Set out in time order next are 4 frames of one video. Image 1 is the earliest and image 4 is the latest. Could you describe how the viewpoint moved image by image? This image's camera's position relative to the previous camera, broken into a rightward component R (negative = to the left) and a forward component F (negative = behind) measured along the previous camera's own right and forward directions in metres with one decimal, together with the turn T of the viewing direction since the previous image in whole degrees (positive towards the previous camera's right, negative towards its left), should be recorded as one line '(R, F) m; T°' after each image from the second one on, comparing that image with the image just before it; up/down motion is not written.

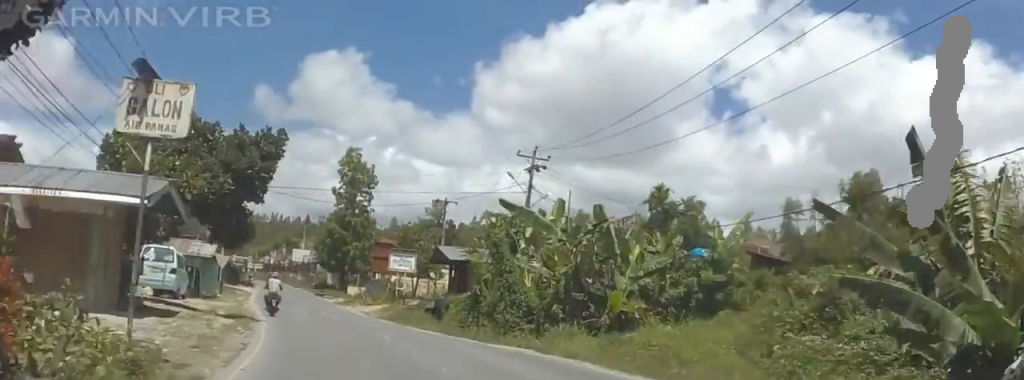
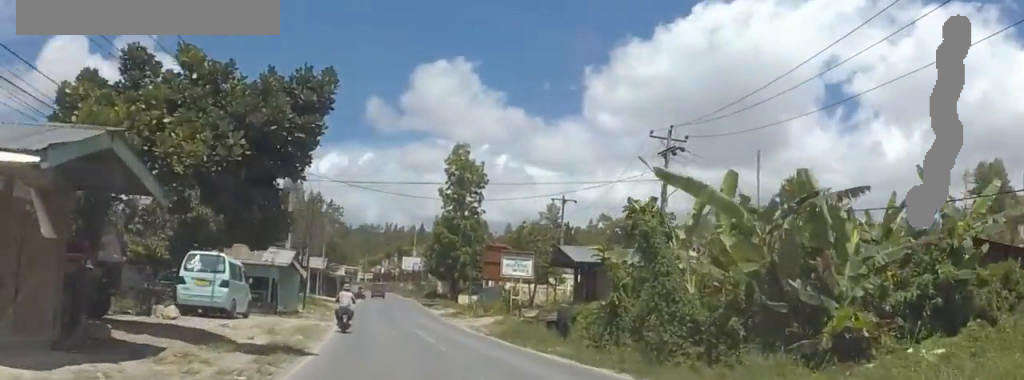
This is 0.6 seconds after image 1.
(-0.1, +8.7) m; -5°
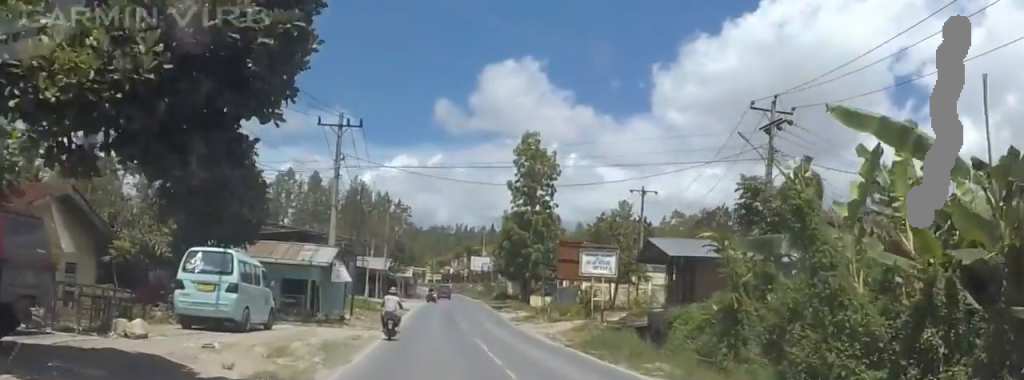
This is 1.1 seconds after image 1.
(-0.2, +6.5) m; -3°
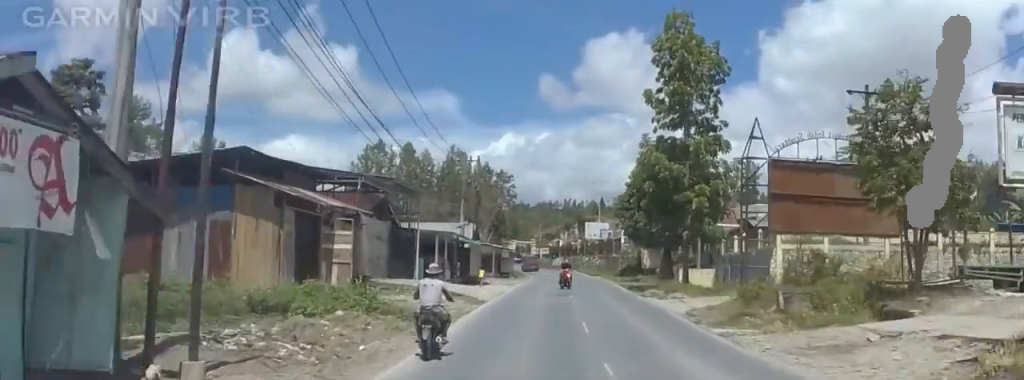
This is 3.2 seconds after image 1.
(-3.0, +29.1) m; -10°
